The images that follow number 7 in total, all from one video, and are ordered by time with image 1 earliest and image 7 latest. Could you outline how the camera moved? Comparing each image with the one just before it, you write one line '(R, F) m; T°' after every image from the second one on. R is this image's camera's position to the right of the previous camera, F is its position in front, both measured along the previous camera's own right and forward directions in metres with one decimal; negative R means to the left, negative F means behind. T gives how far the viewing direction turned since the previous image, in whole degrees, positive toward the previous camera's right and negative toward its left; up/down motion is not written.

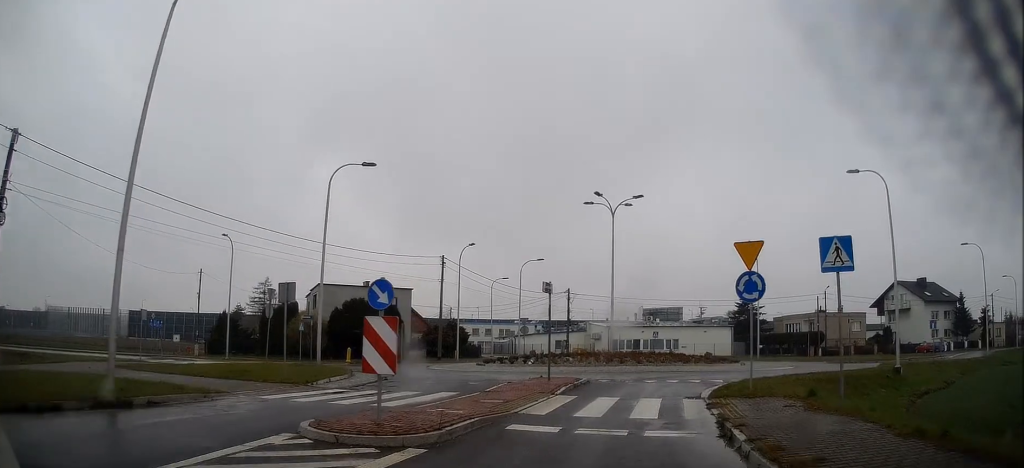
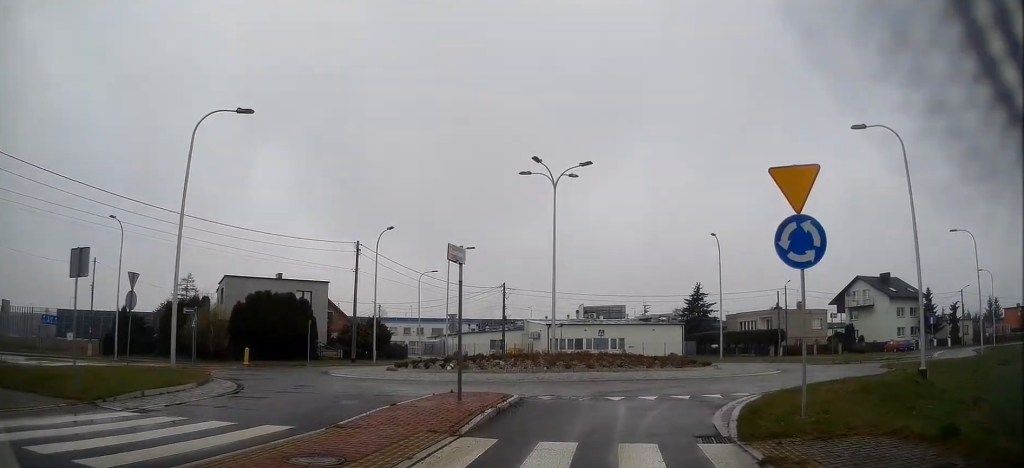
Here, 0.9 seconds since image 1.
(+0.6, +7.2) m; +8°
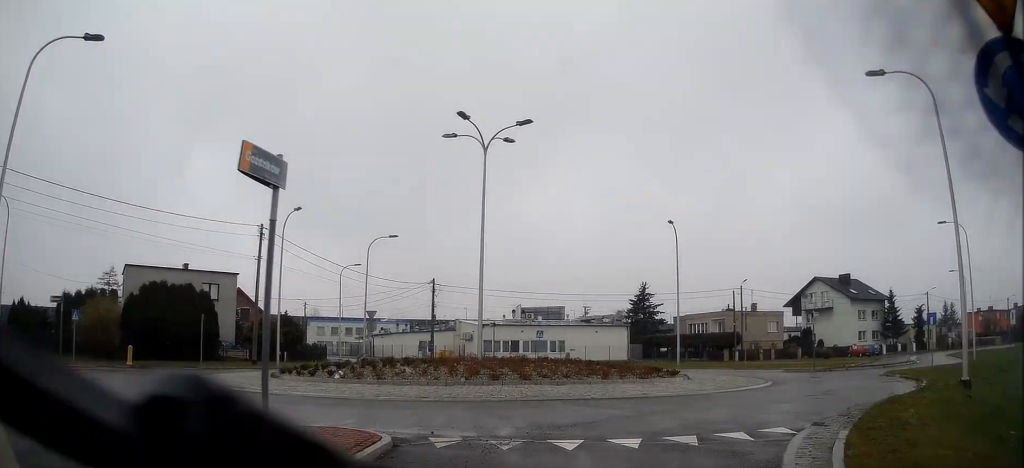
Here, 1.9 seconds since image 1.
(+0.4, +6.7) m; +8°
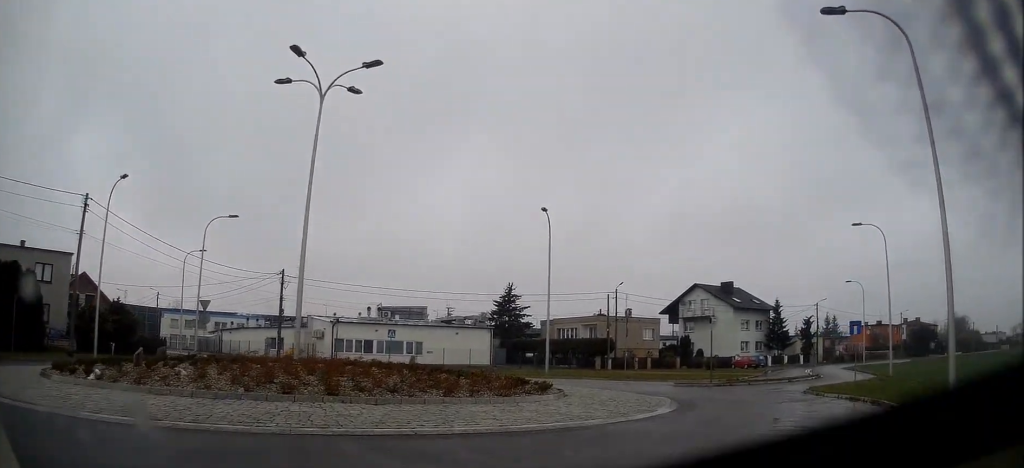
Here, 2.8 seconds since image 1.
(+0.5, +5.7) m; +11°
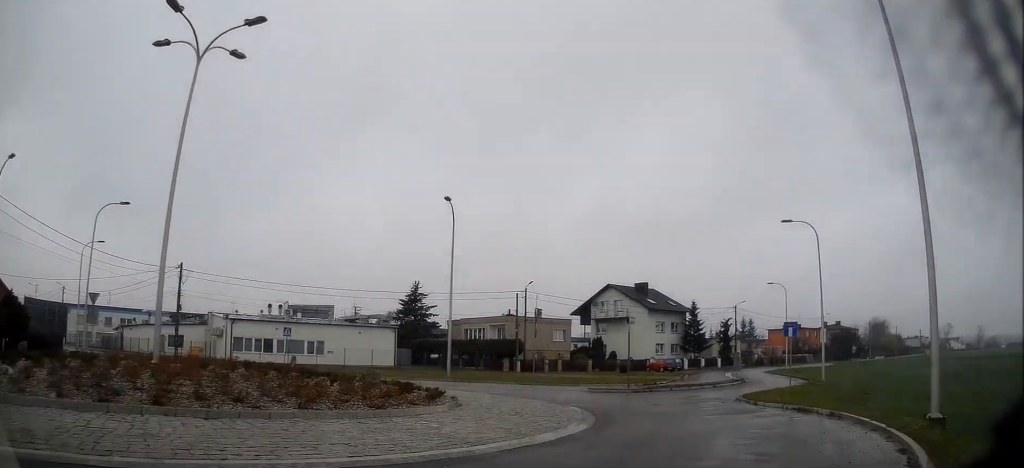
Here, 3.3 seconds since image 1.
(+0.2, +2.9) m; +6°
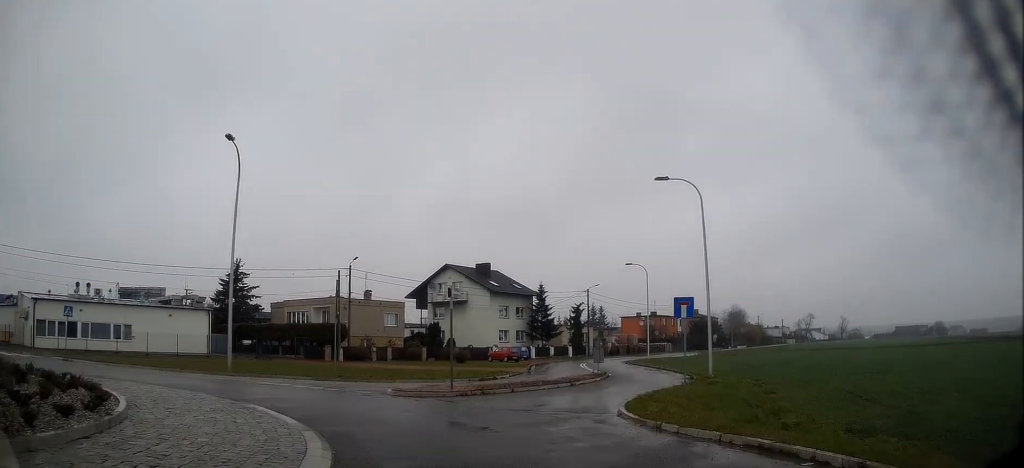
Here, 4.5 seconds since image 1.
(+1.2, +7.5) m; +11°
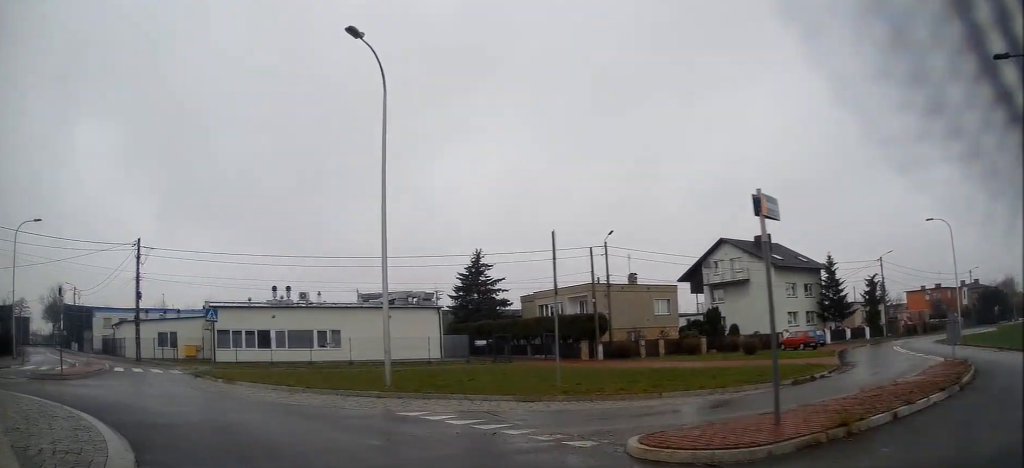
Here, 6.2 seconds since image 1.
(-0.7, +9.7) m; -21°
